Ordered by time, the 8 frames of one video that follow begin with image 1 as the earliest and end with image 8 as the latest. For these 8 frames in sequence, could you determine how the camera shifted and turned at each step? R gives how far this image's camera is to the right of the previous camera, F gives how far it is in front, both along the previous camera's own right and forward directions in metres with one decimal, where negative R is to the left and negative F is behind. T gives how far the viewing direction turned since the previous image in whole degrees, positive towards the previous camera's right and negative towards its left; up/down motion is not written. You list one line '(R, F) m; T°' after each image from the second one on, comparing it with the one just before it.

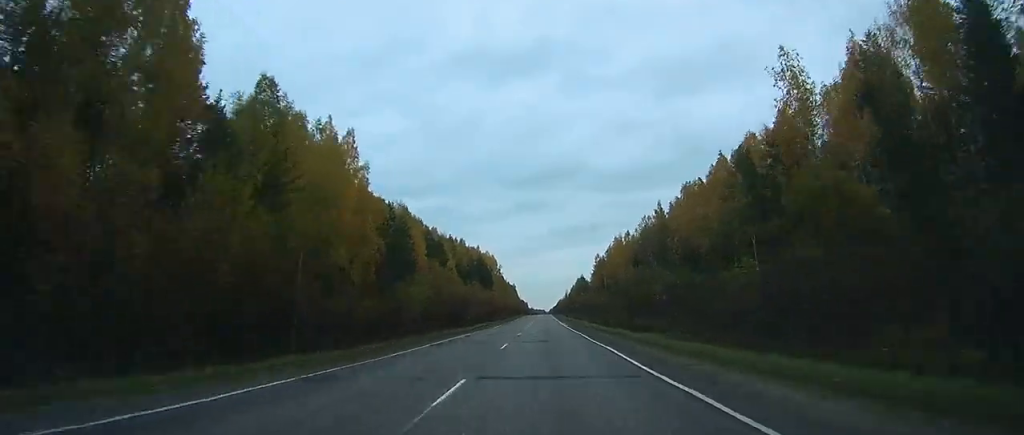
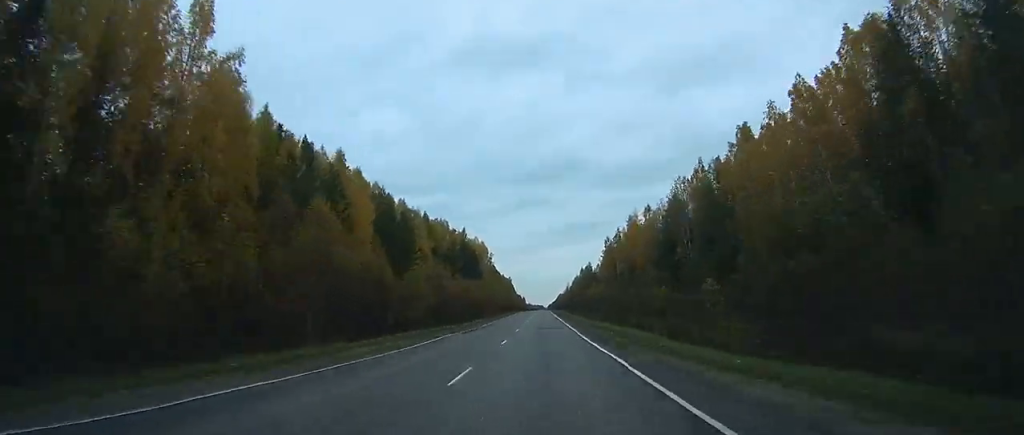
(+0.1, +32.7) m; 0°
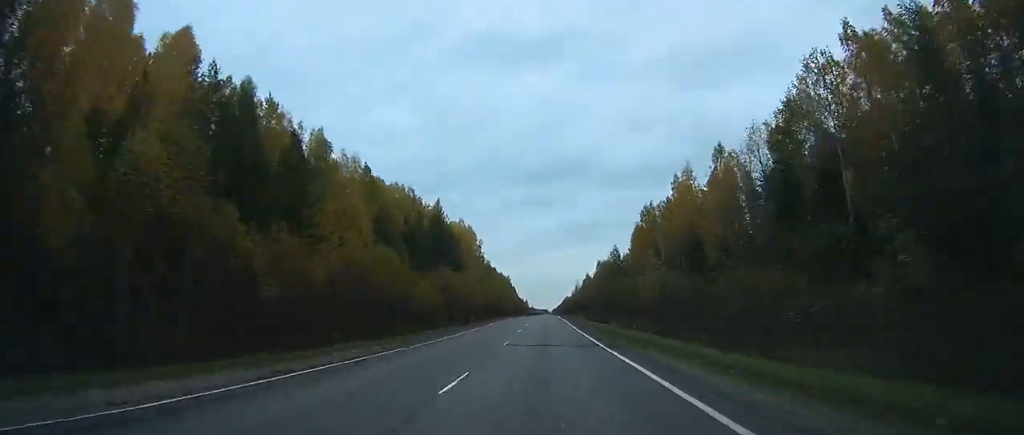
(+0.1, +47.0) m; 0°
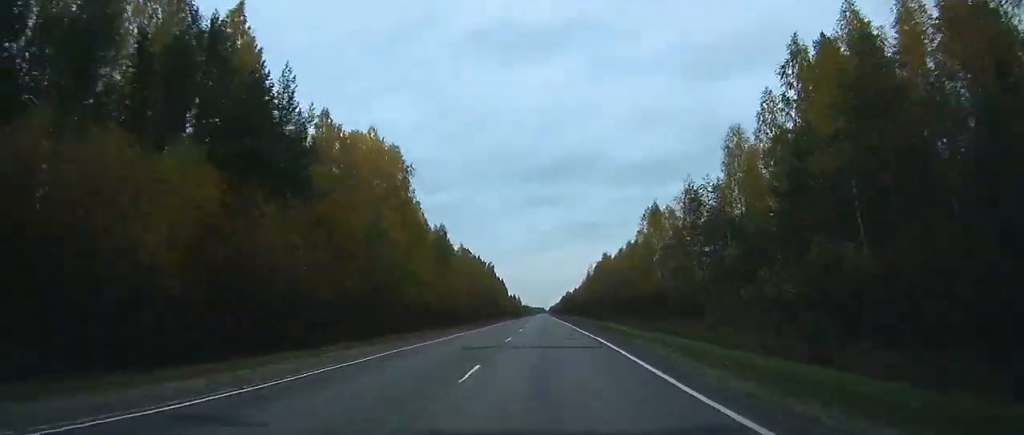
(0.0, +83.7) m; 0°
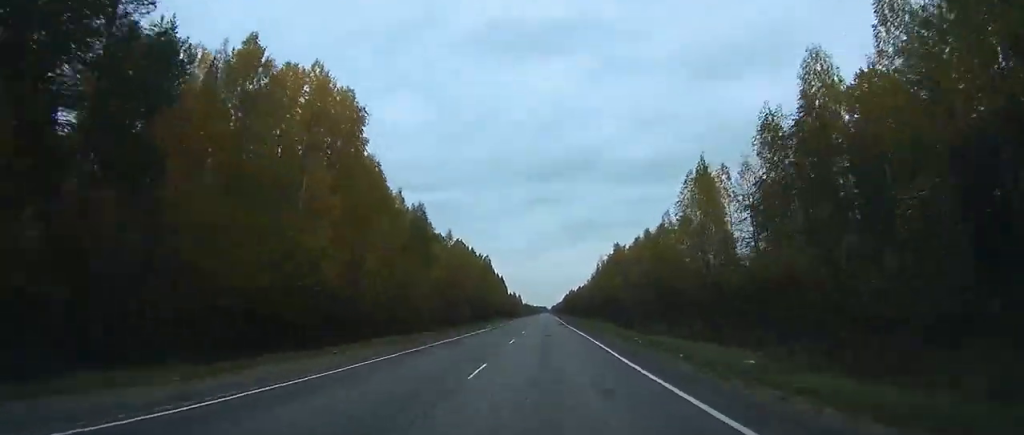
(0.0, +23.6) m; 0°
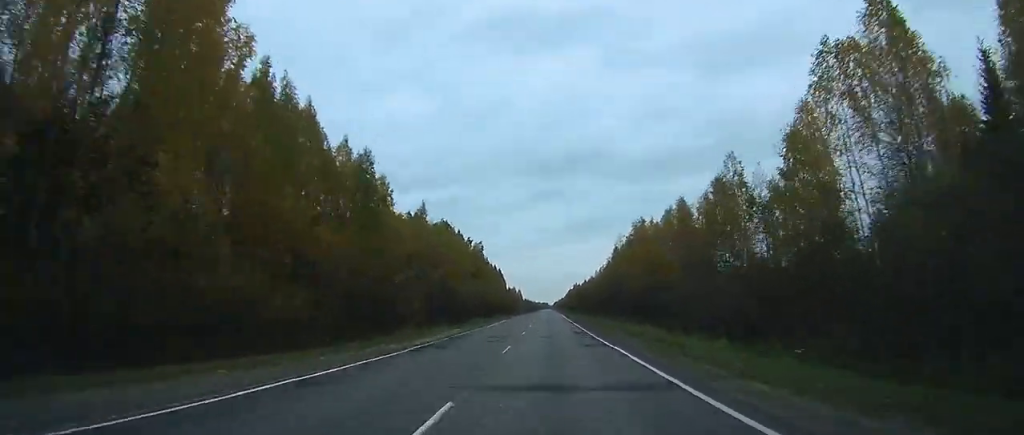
(0.0, +31.3) m; 0°
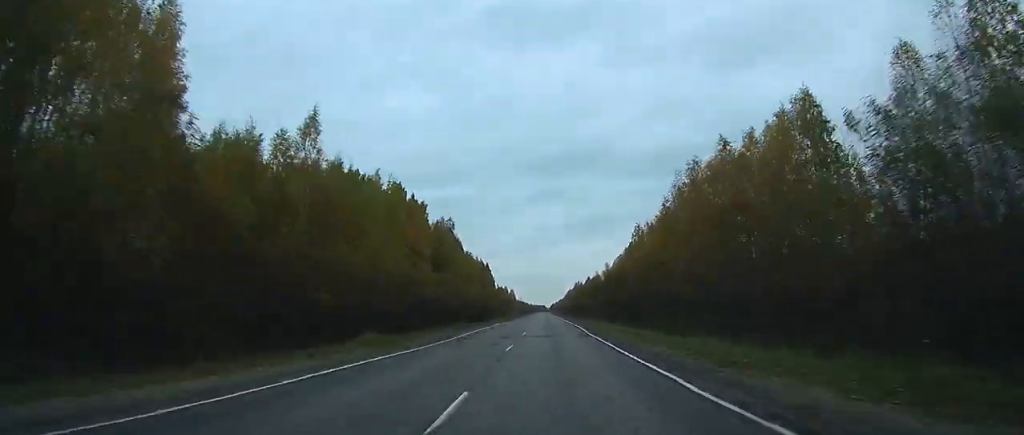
(0.0, +47.6) m; 0°
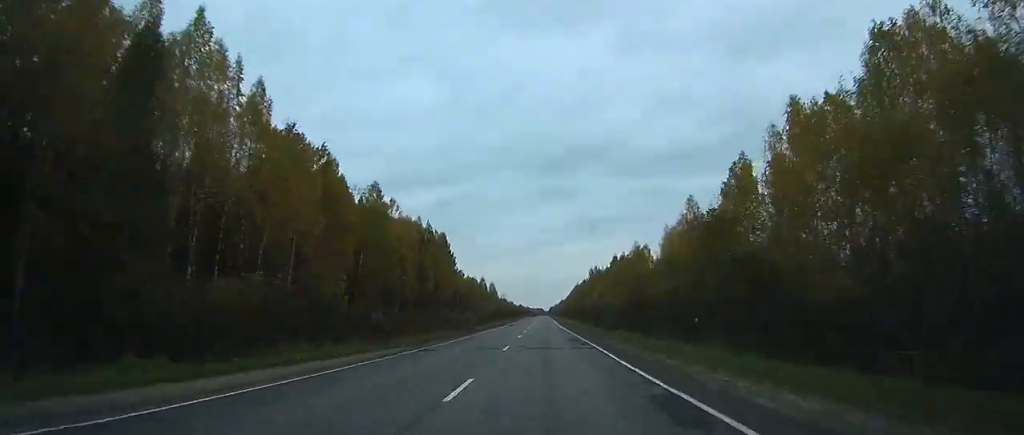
(+0.1, +100.6) m; 0°
